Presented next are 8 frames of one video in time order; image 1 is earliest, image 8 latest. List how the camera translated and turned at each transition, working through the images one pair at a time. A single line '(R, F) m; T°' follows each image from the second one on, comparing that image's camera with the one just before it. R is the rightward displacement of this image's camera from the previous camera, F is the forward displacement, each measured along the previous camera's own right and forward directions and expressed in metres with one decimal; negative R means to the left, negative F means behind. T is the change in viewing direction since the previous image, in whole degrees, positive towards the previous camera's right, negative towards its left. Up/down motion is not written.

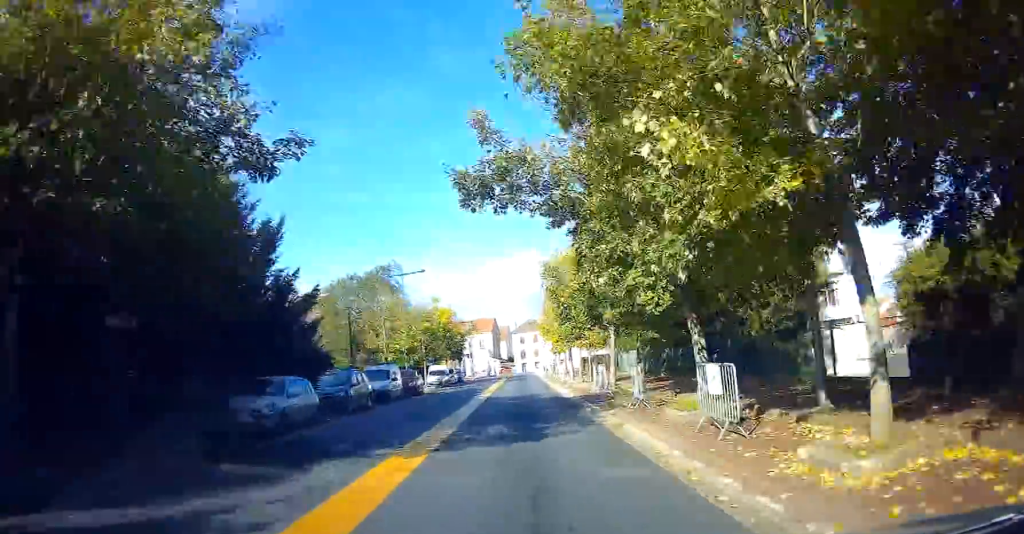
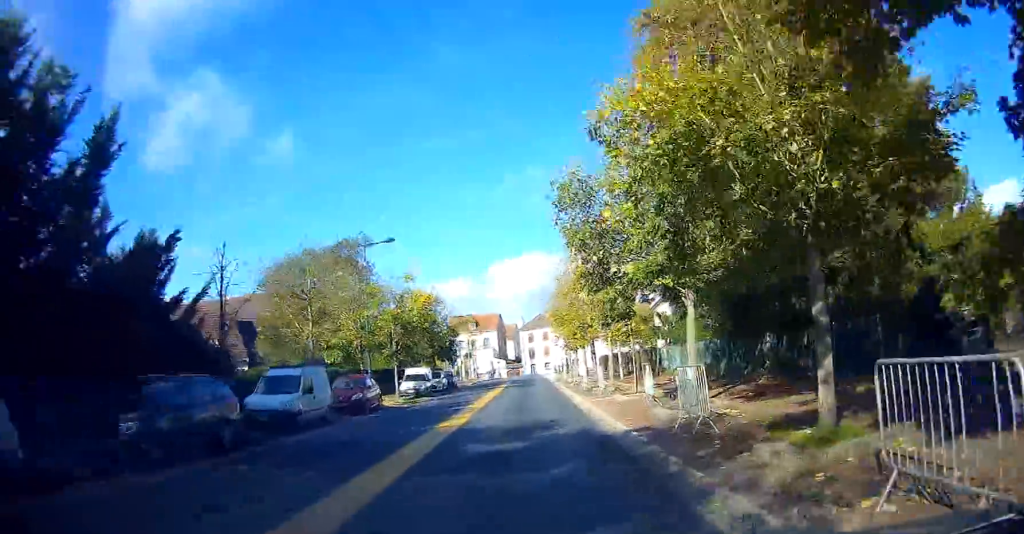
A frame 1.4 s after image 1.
(-0.3, +12.2) m; 0°
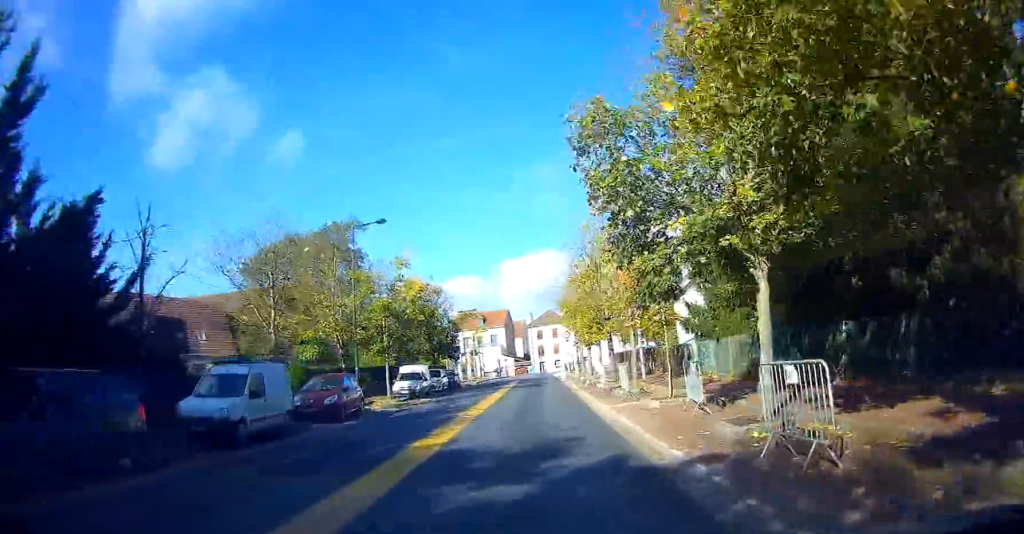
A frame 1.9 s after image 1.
(+0.2, +4.0) m; 0°
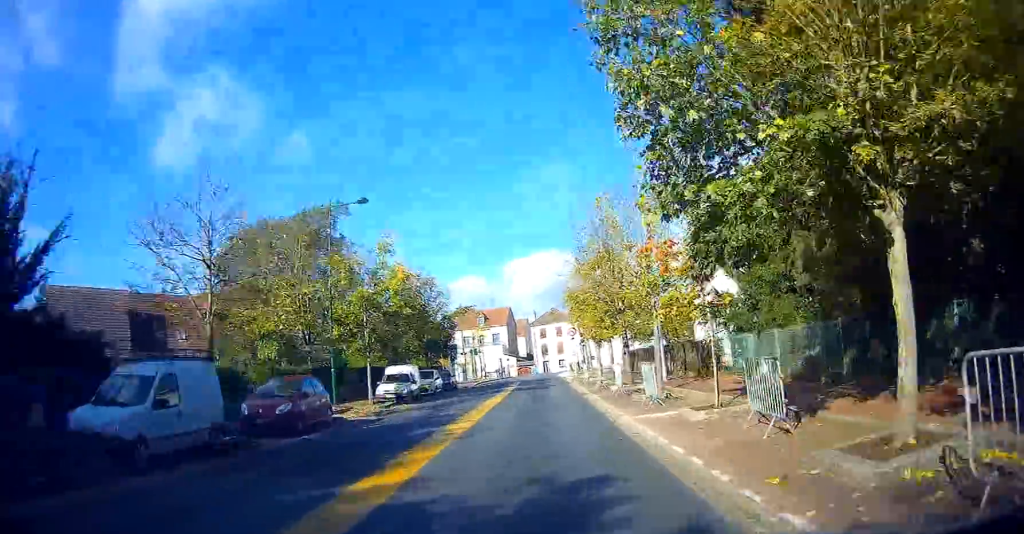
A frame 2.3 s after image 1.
(-0.1, +4.0) m; -1°
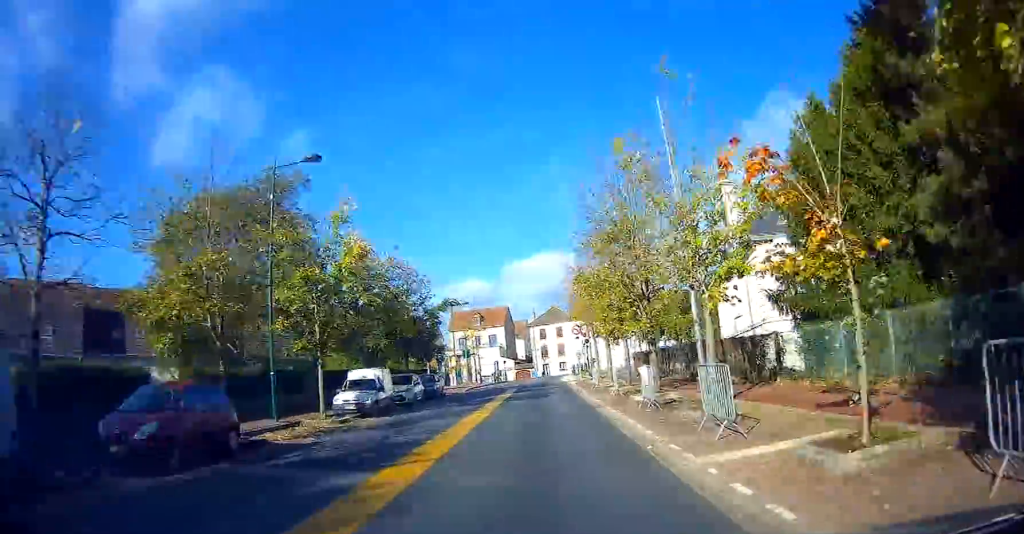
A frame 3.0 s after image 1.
(-0.1, +5.9) m; -2°
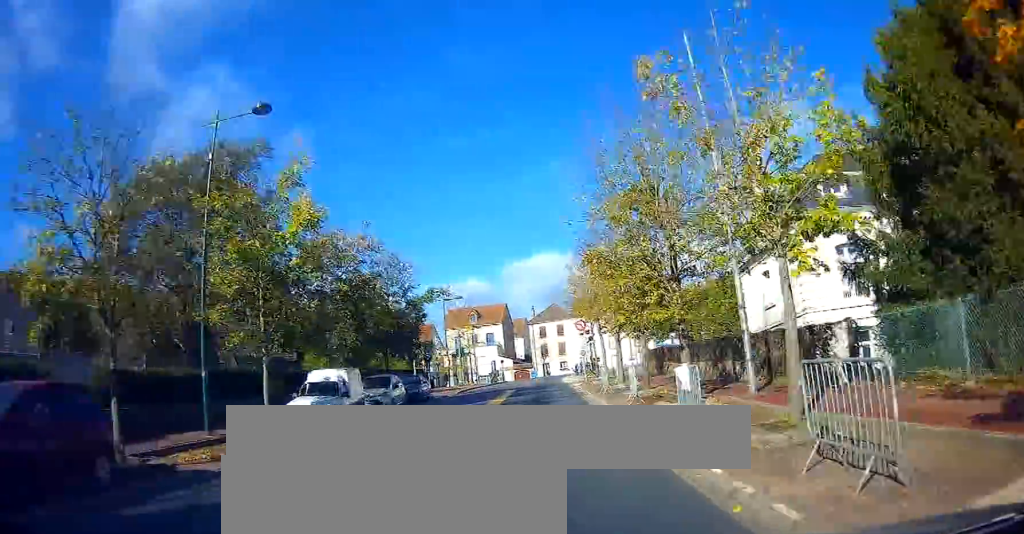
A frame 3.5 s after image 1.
(0.0, +4.3) m; 0°
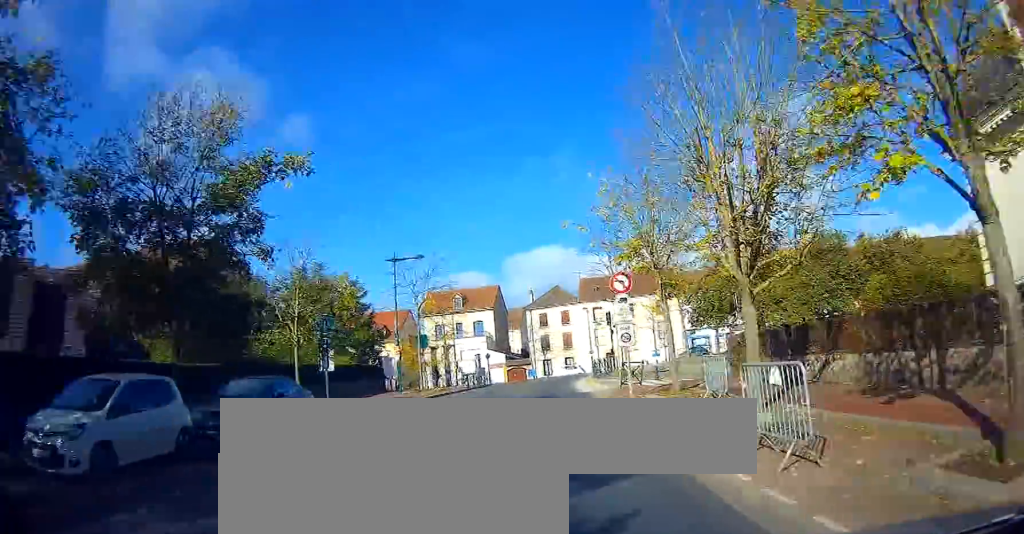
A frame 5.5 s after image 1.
(0.0, +17.4) m; 0°
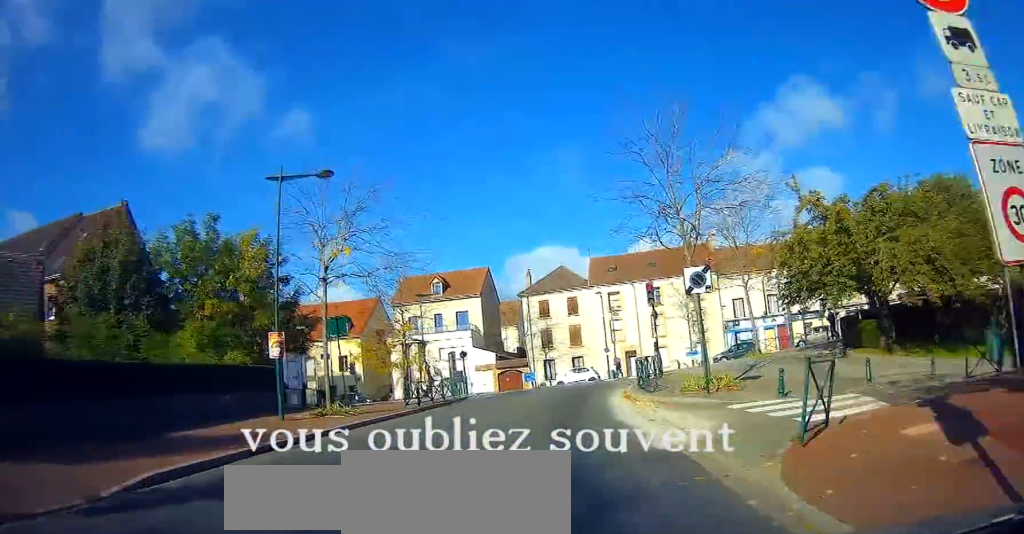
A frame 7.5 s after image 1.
(-0.2, +16.1) m; 0°
